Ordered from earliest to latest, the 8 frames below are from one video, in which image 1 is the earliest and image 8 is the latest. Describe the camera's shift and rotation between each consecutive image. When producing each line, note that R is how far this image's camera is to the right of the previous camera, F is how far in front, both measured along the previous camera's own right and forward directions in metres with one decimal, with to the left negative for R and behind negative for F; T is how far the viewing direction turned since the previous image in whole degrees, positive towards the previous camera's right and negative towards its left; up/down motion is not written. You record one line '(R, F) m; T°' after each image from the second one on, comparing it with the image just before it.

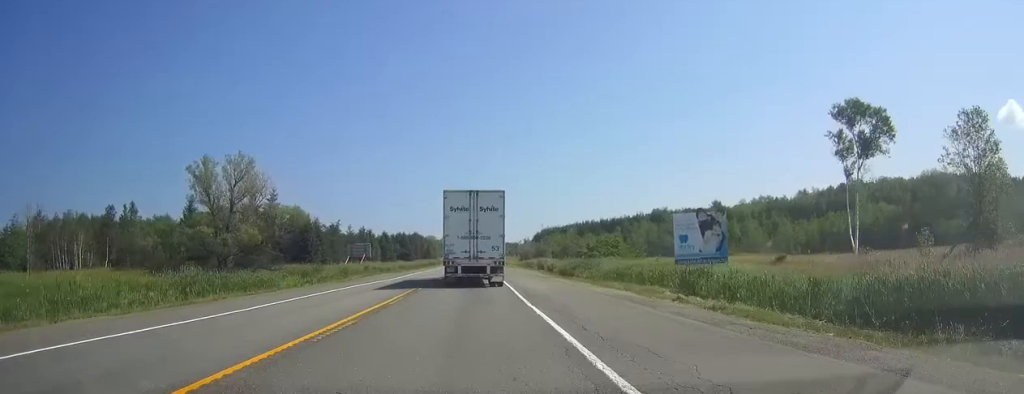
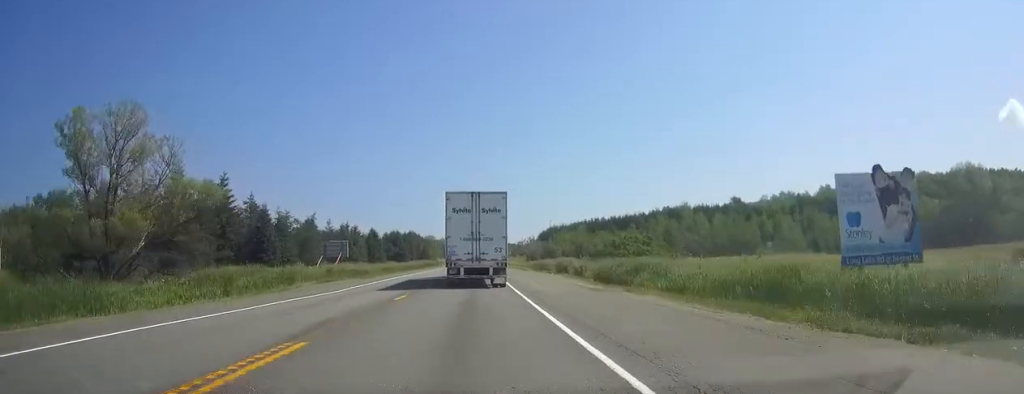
(0.0, +22.6) m; 0°
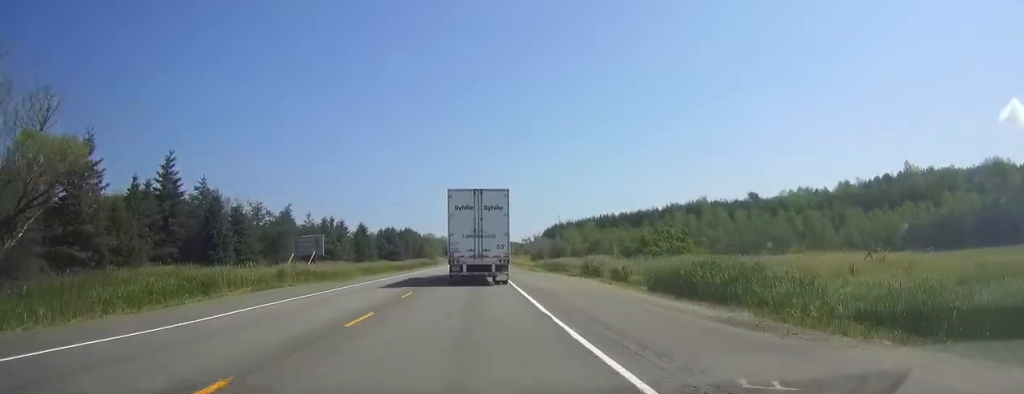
(+0.1, +17.1) m; 0°
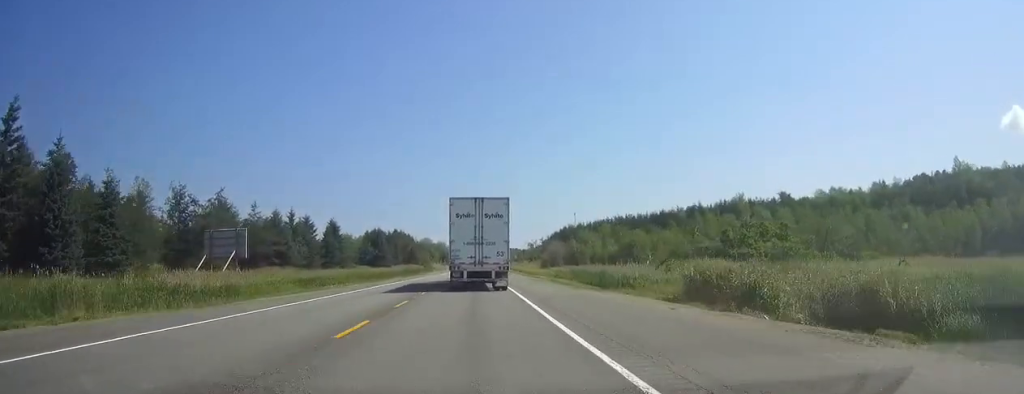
(-0.2, +29.5) m; 0°
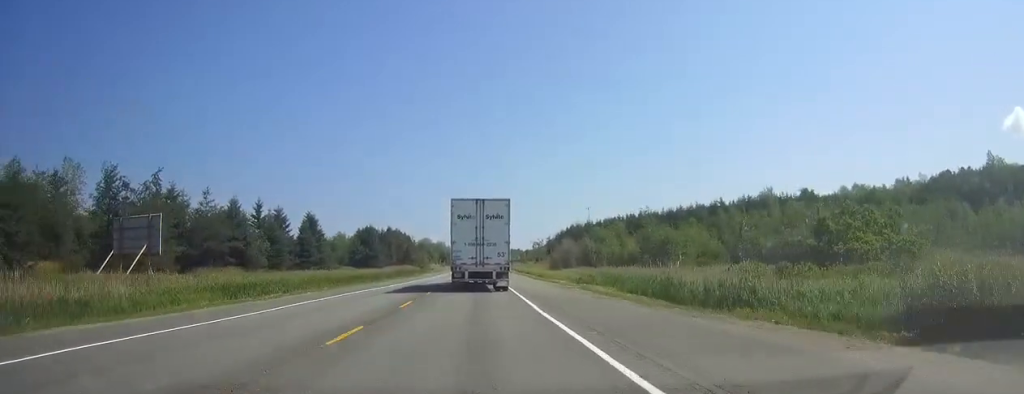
(0.0, +16.9) m; 0°
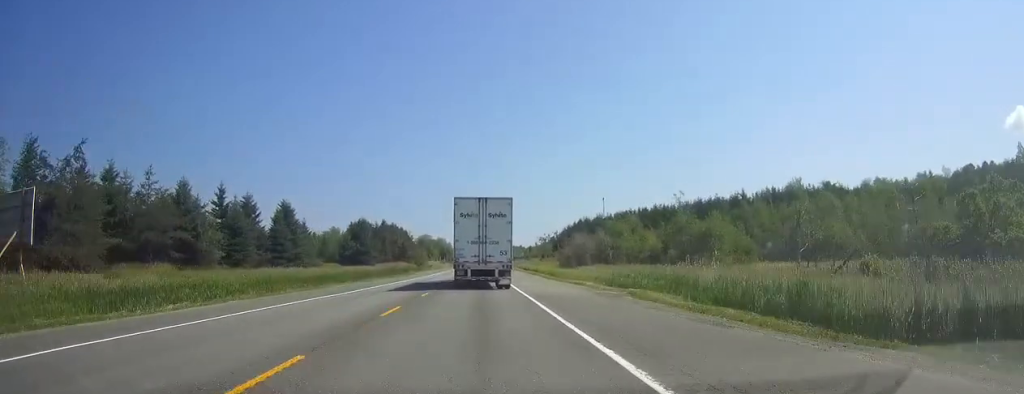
(0.0, +14.3) m; 0°
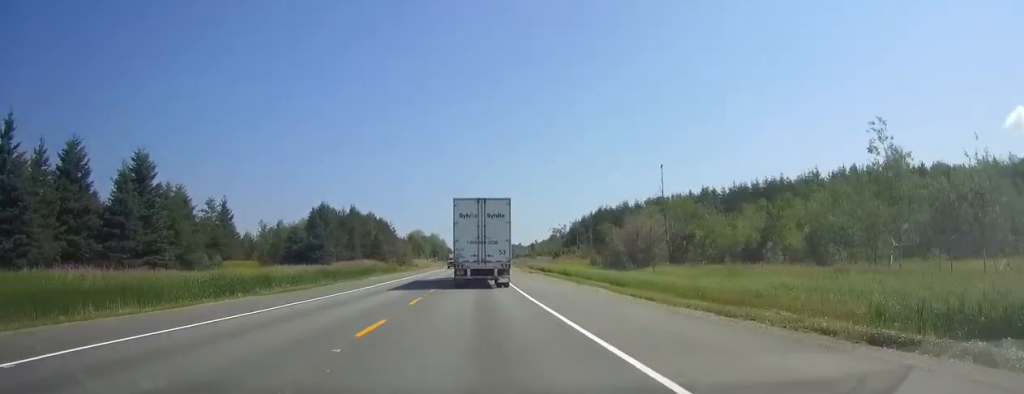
(0.0, +39.3) m; 0°
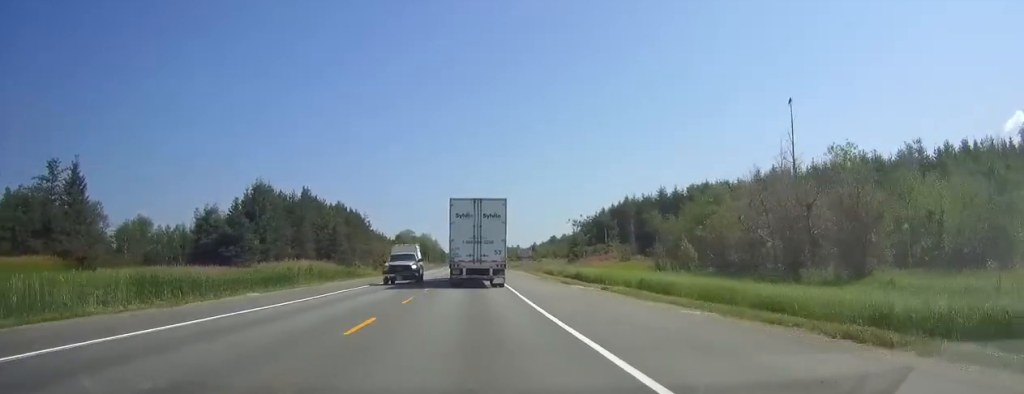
(+0.1, +35.1) m; 0°
